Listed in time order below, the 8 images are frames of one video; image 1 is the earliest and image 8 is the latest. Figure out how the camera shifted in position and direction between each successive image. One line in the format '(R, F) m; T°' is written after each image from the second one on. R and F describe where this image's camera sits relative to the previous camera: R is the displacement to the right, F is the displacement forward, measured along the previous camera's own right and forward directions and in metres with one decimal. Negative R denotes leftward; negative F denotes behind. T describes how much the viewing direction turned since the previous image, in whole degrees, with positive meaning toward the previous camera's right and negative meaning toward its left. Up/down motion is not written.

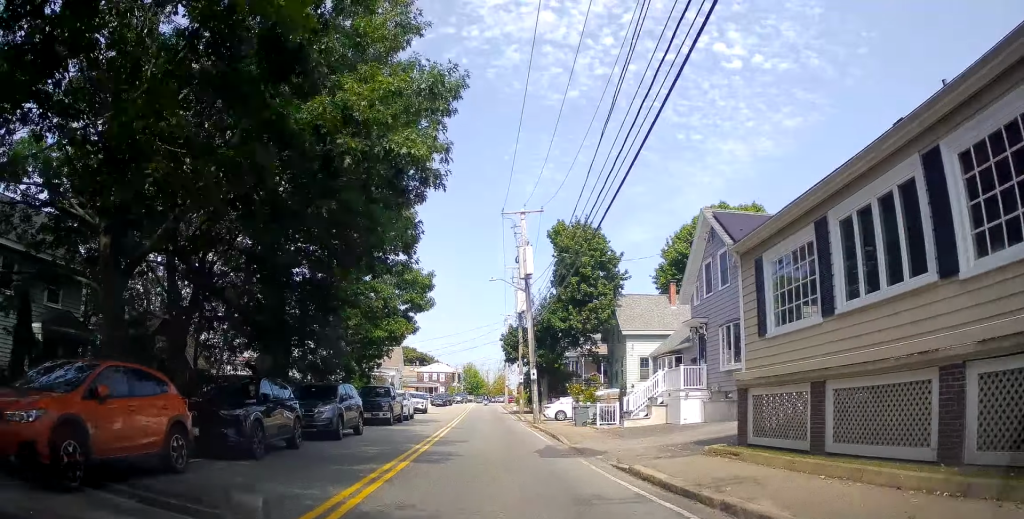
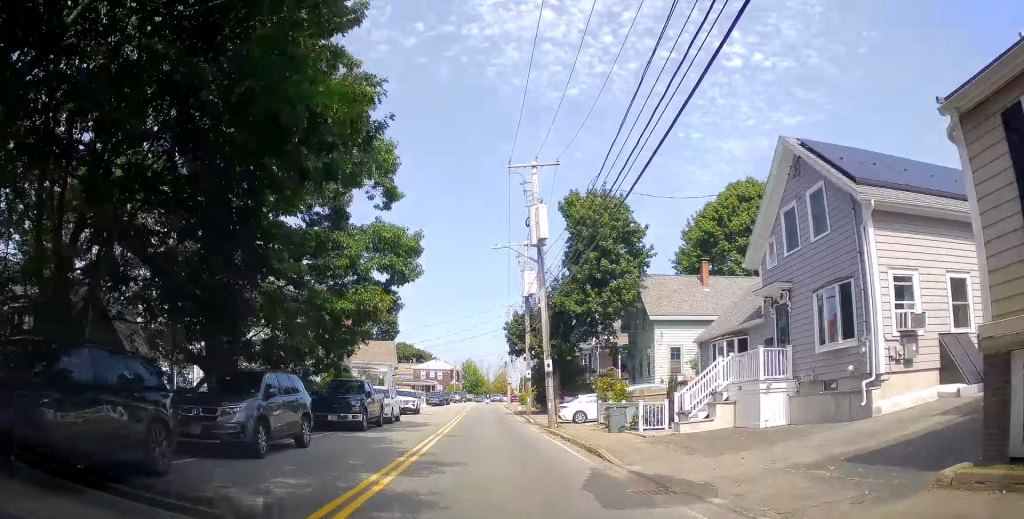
(0.0, +6.6) m; -1°
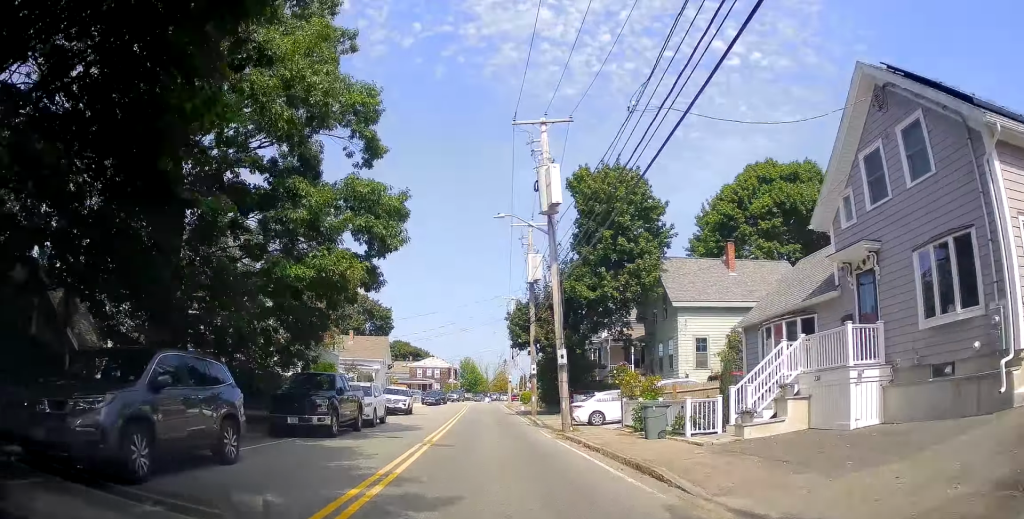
(+0.2, +4.3) m; 0°
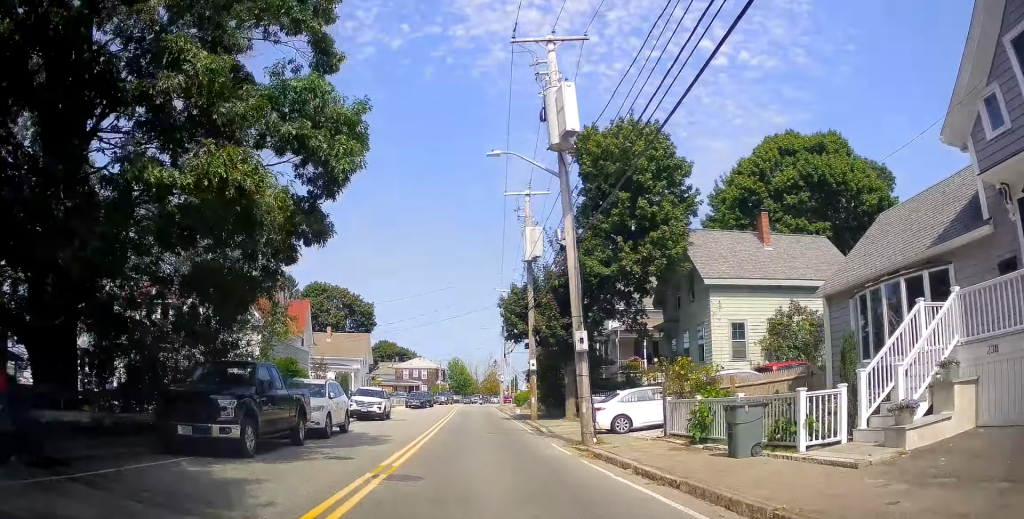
(-0.1, +6.0) m; -2°
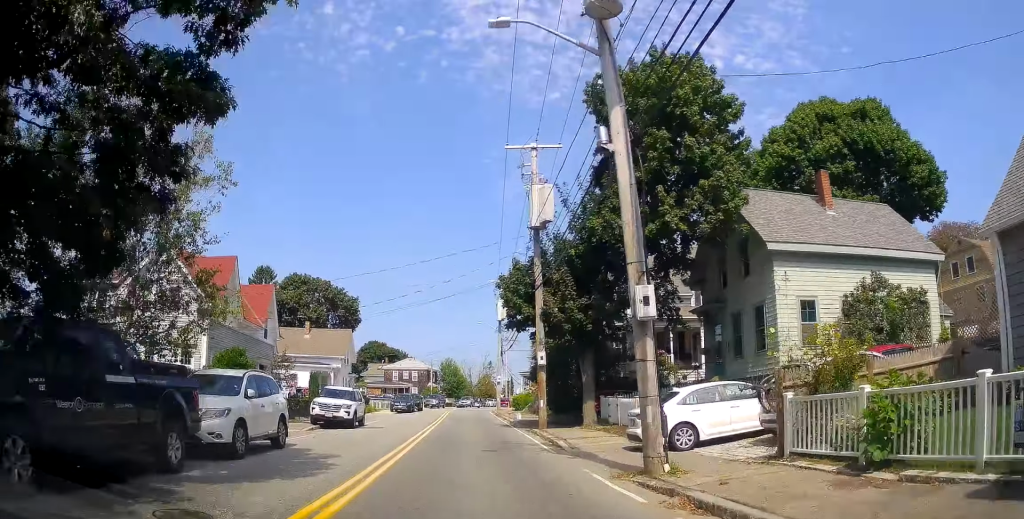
(-0.1, +6.4) m; -3°
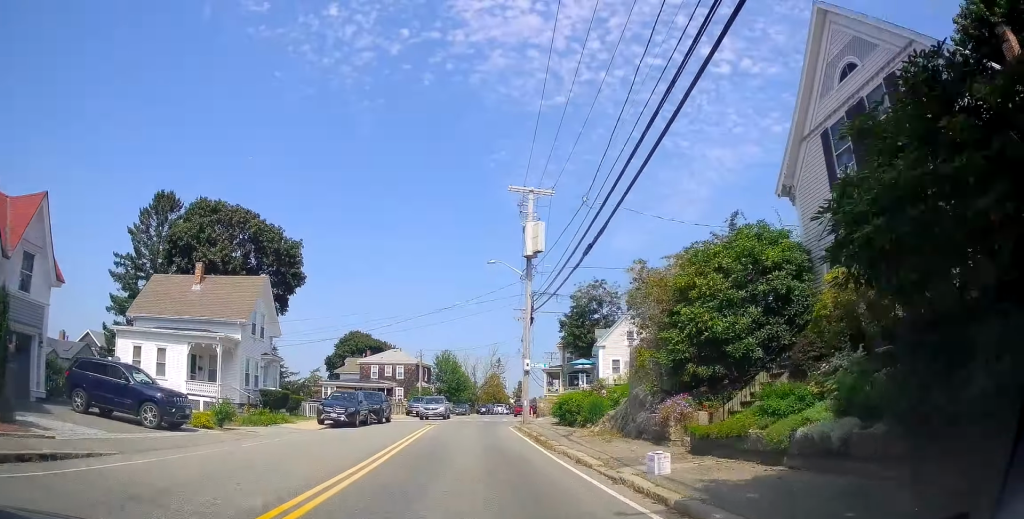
(-0.7, +26.1) m; 0°
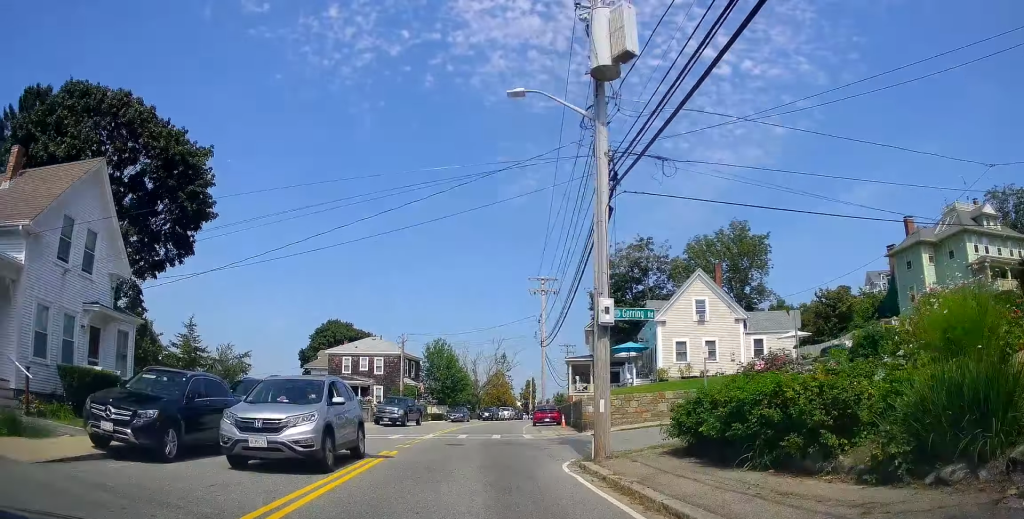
(+0.5, +17.4) m; +2°
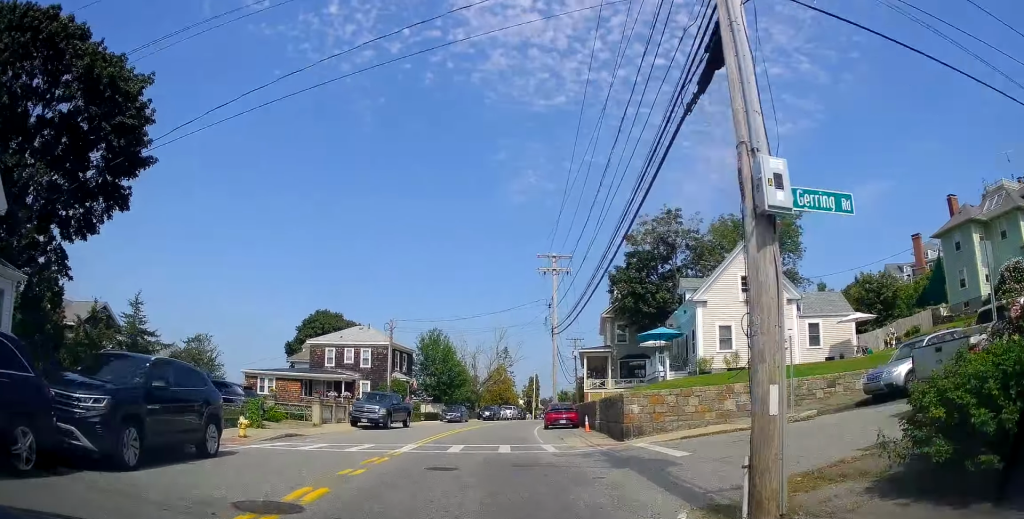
(0.0, +6.9) m; +1°
